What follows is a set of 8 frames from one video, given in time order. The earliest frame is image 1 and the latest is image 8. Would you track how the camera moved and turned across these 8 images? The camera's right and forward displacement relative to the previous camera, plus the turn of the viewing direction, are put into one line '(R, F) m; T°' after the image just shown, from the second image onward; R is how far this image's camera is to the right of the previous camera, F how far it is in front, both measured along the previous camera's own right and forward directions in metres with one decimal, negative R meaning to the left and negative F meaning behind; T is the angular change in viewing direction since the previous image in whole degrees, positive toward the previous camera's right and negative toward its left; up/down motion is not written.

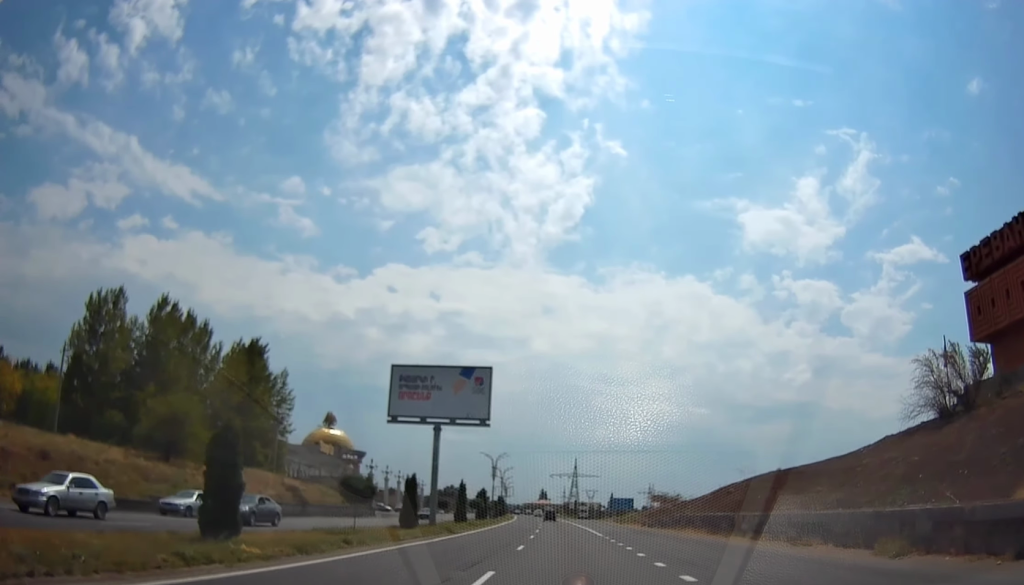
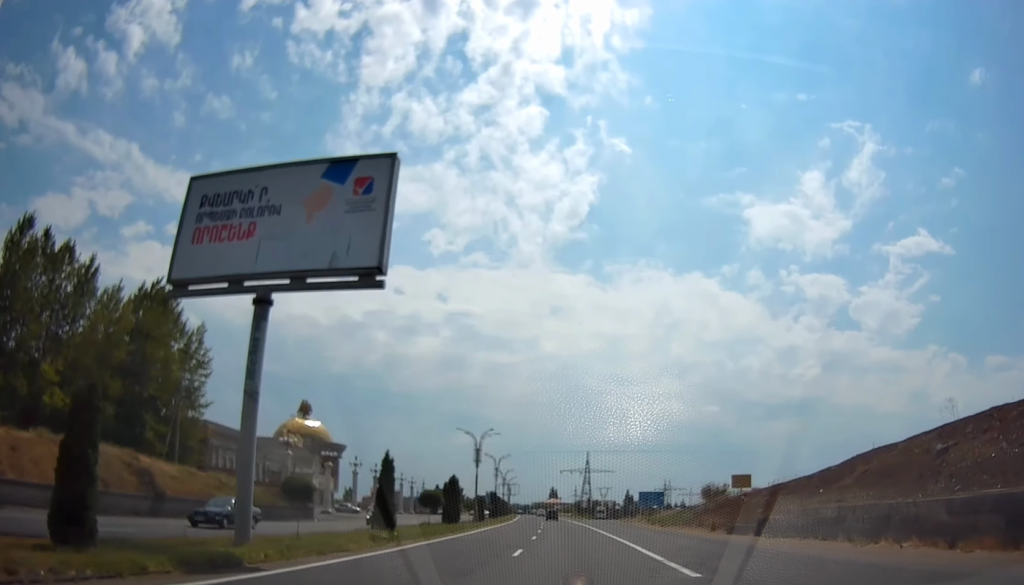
(-0.2, +25.9) m; -2°
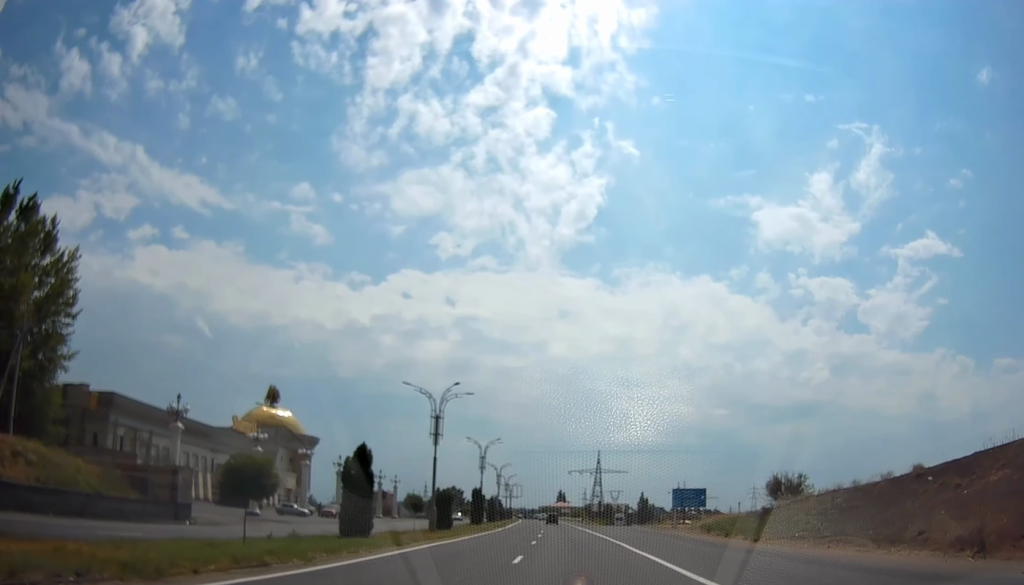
(-0.7, +24.2) m; -1°
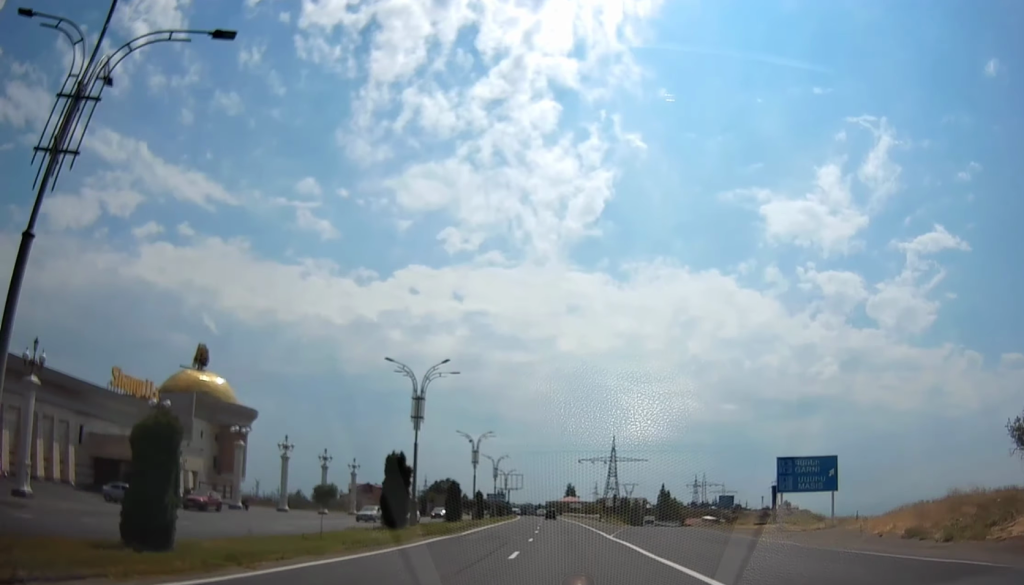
(+0.5, +34.4) m; +1°
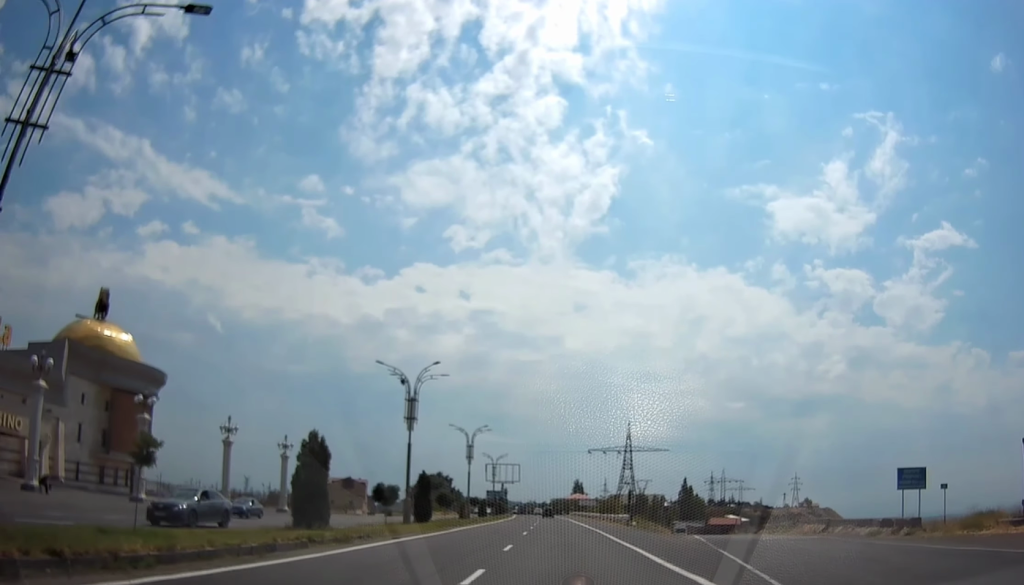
(-0.4, +30.5) m; -1°
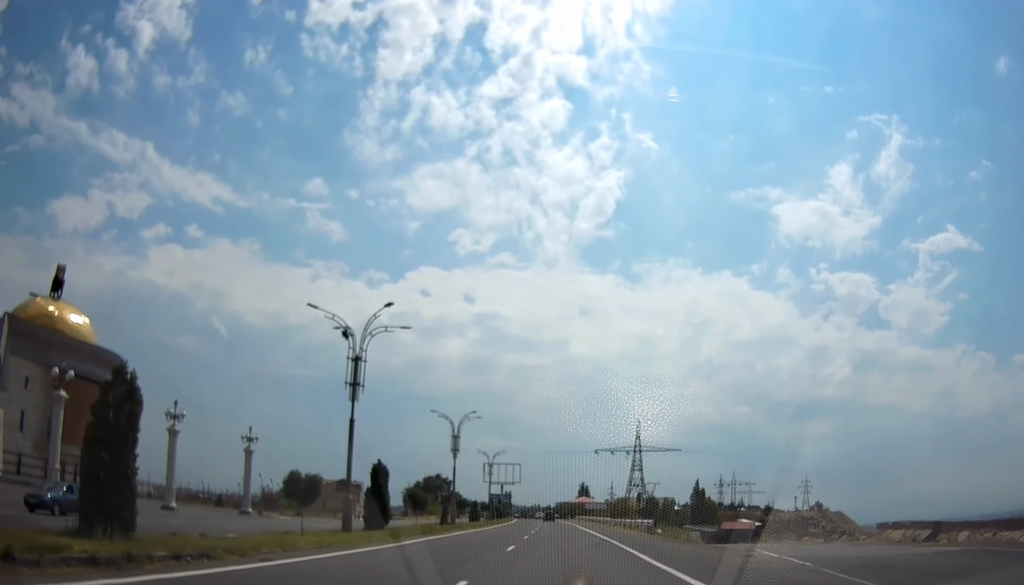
(-0.1, +11.1) m; 0°
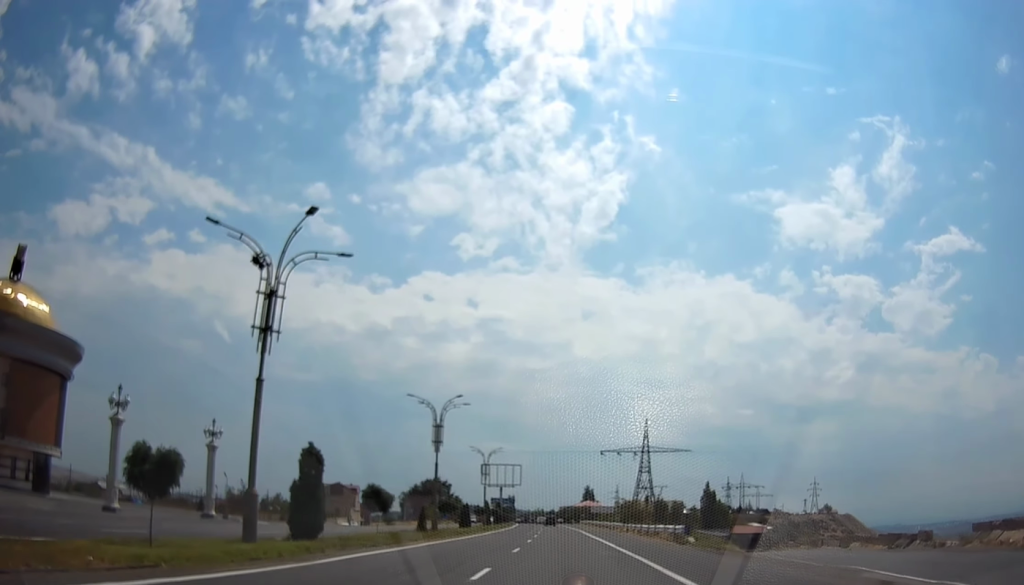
(-0.2, +8.9) m; 0°
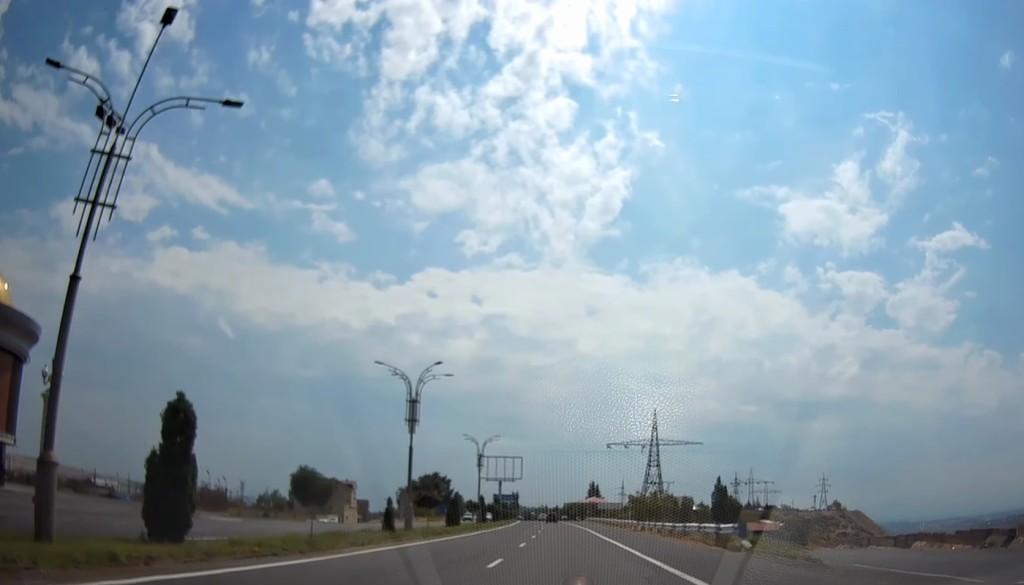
(0.0, +8.5) m; 0°
